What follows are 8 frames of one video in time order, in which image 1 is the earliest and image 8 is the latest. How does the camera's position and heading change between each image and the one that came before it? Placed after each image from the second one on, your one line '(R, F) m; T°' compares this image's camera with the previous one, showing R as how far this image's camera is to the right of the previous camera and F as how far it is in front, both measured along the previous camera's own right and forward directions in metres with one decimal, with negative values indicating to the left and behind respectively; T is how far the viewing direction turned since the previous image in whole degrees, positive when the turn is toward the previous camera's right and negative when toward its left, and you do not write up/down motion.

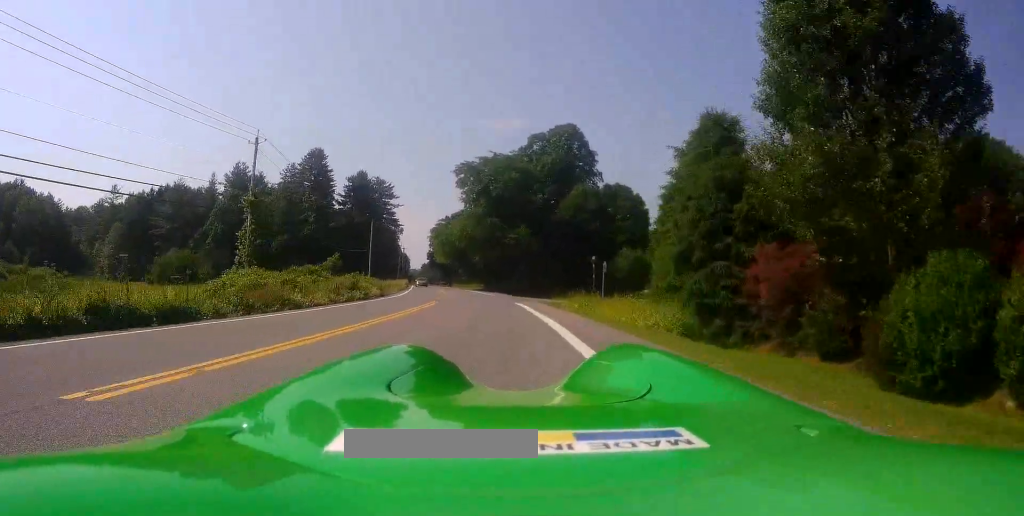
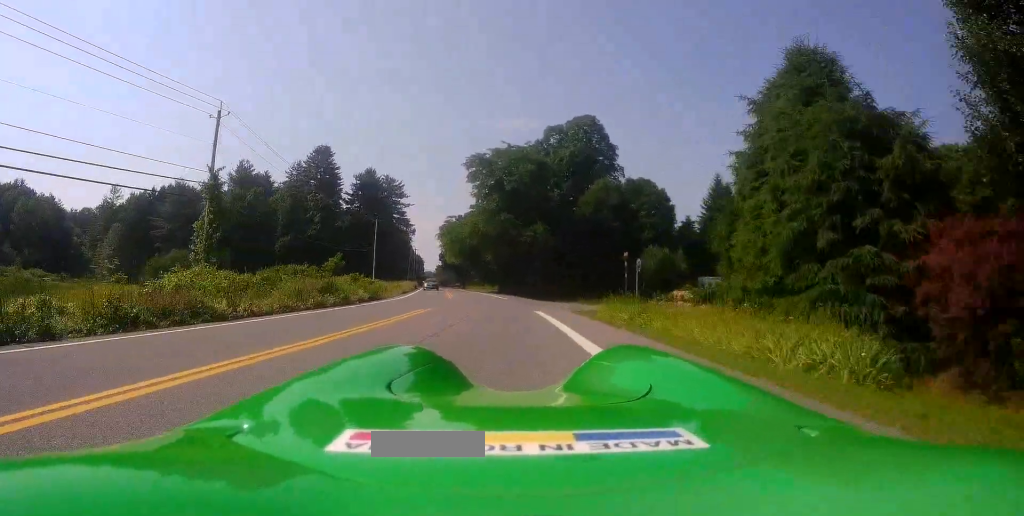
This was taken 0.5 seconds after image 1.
(-0.1, +7.1) m; -1°
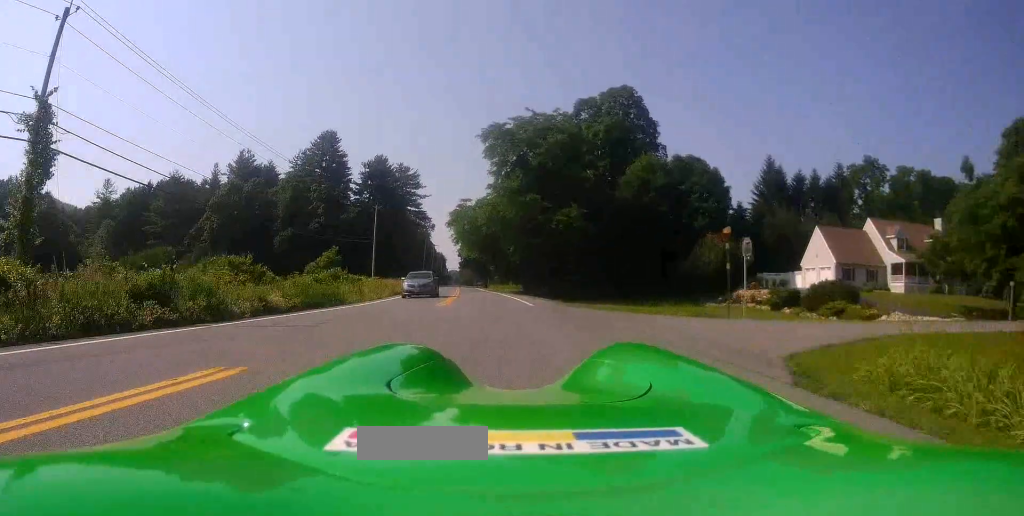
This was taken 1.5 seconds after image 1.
(-0.3, +14.3) m; -2°
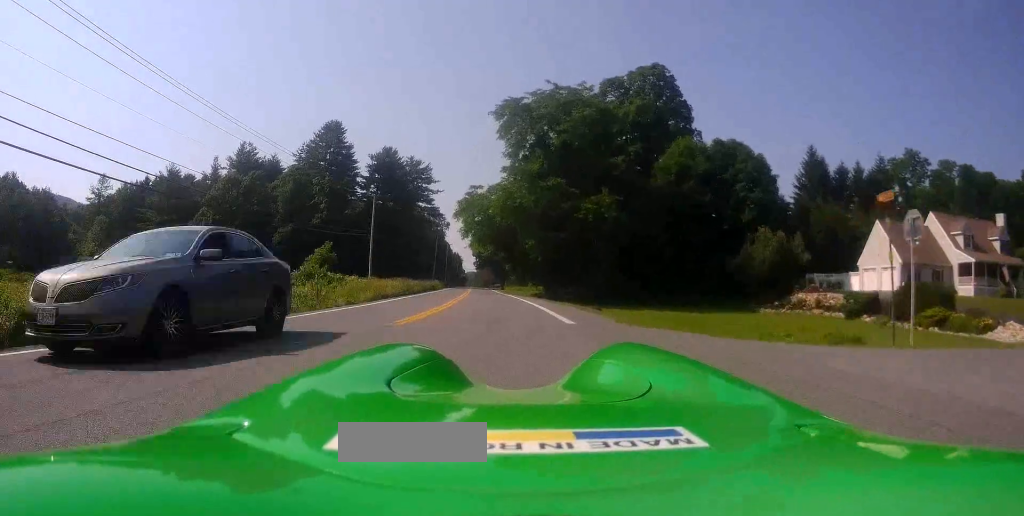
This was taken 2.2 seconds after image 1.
(+0.1, +9.1) m; -2°
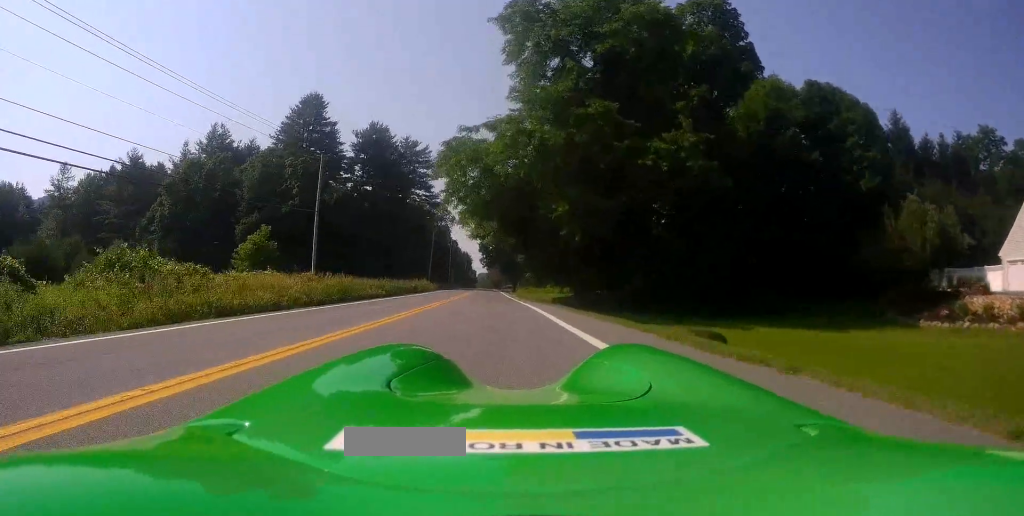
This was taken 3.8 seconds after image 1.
(-0.8, +20.0) m; -2°
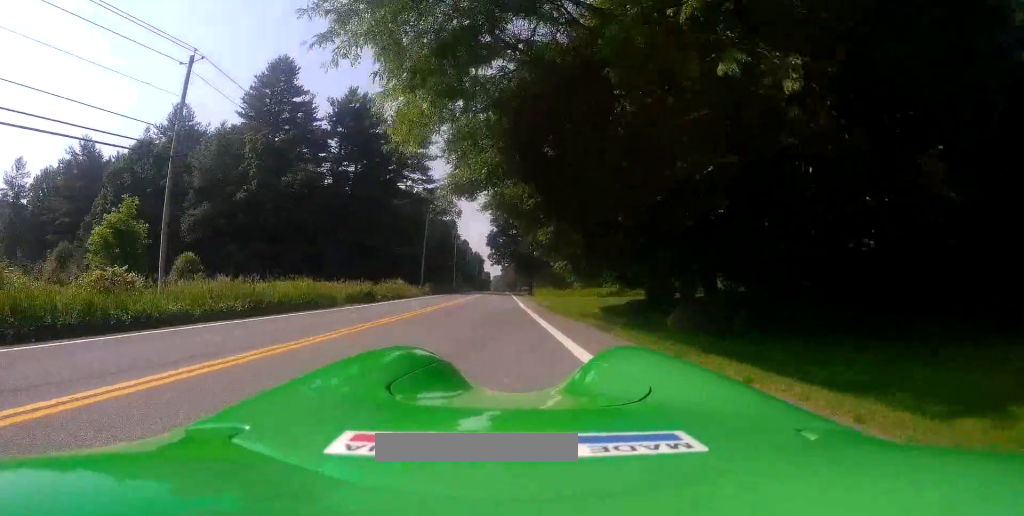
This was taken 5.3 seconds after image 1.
(+0.1, +19.3) m; -2°
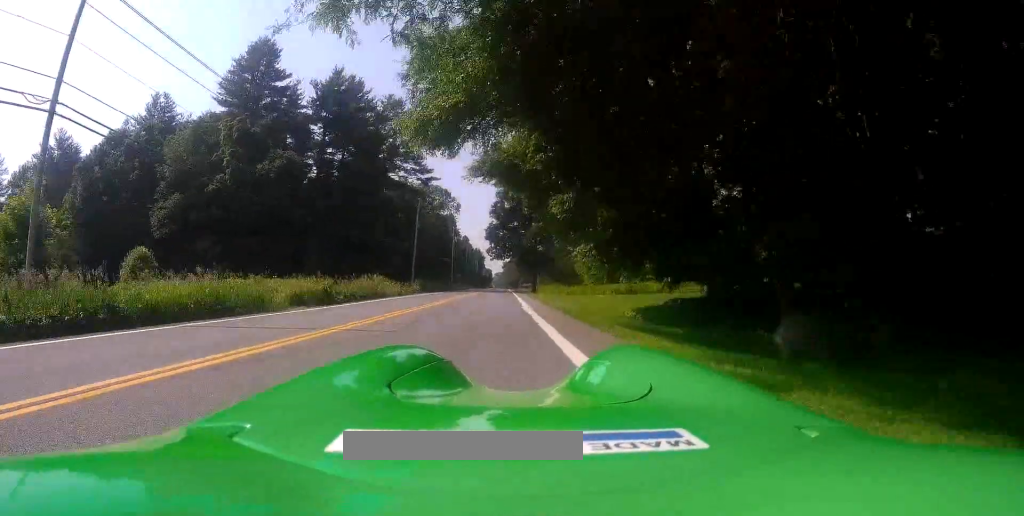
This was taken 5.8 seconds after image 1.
(-0.4, +6.9) m; 0°
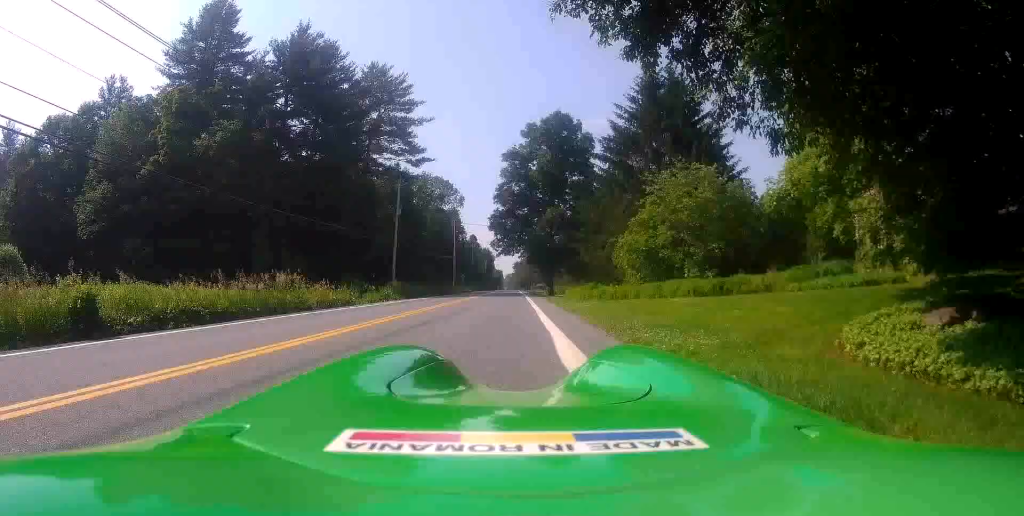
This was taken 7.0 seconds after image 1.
(+0.2, +14.7) m; 0°
